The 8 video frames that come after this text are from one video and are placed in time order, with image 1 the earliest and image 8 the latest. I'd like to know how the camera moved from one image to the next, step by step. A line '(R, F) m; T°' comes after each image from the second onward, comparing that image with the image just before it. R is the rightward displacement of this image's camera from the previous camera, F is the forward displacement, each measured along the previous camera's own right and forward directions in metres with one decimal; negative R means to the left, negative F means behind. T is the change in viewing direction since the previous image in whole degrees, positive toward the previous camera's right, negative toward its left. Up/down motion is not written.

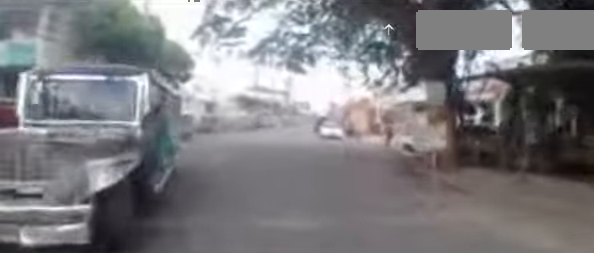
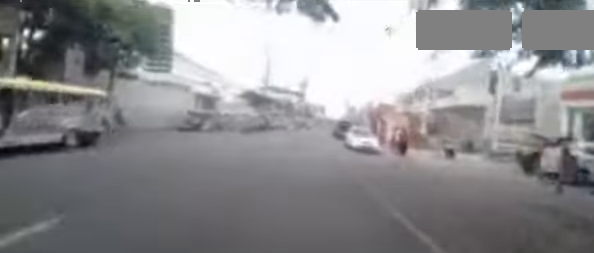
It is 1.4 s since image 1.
(-0.2, +10.0) m; -4°
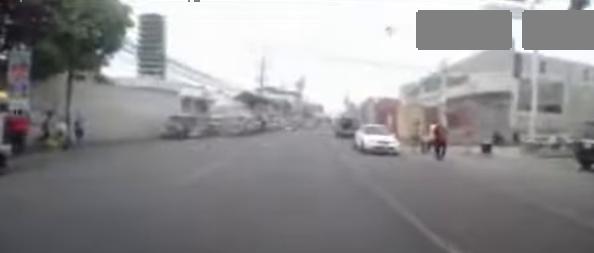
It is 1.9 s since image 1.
(-0.1, +3.8) m; -2°
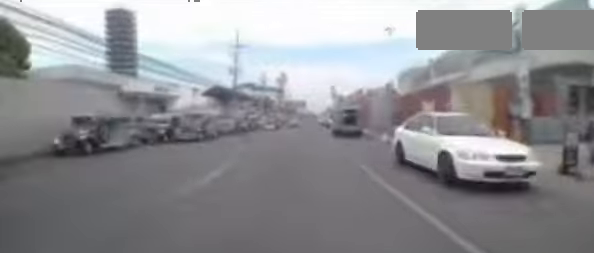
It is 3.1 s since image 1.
(0.0, +9.6) m; 0°
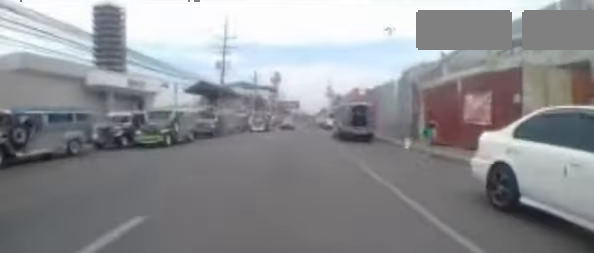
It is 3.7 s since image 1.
(0.0, +4.4) m; 0°
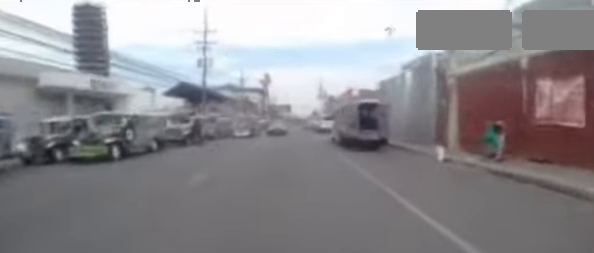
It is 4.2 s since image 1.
(0.0, +4.2) m; -1°
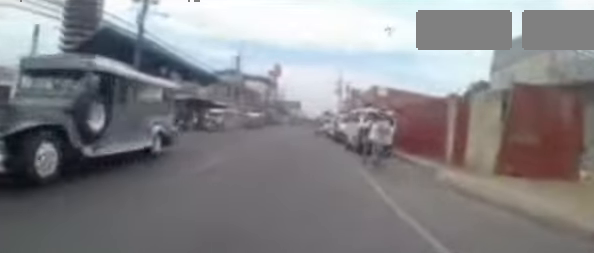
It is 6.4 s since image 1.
(-0.6, +19.5) m; 0°
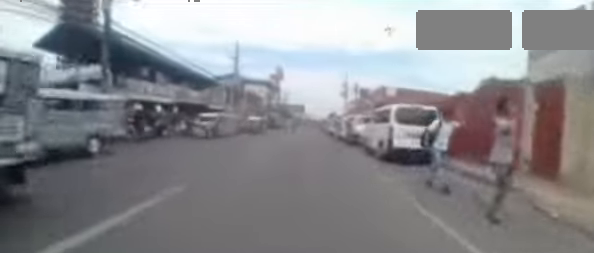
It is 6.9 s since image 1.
(+0.1, +4.1) m; +1°
